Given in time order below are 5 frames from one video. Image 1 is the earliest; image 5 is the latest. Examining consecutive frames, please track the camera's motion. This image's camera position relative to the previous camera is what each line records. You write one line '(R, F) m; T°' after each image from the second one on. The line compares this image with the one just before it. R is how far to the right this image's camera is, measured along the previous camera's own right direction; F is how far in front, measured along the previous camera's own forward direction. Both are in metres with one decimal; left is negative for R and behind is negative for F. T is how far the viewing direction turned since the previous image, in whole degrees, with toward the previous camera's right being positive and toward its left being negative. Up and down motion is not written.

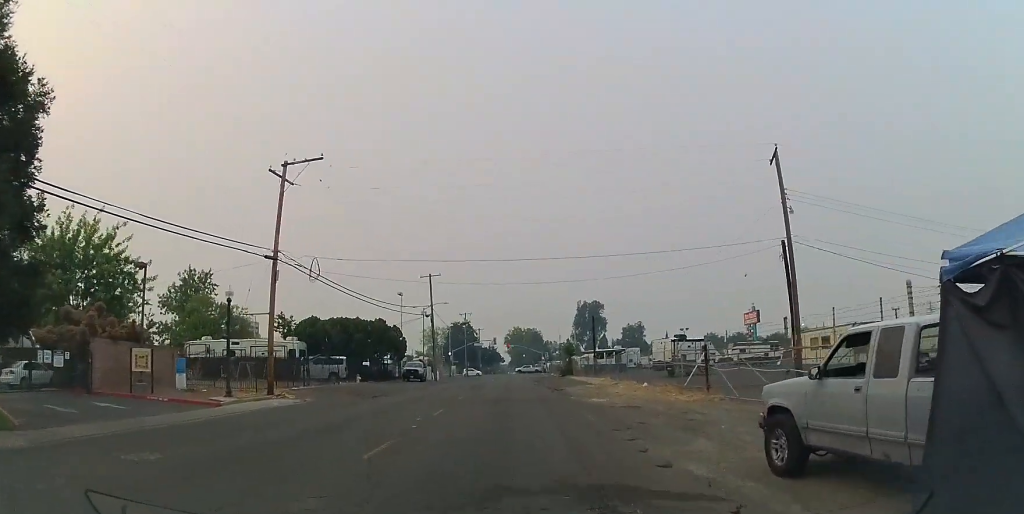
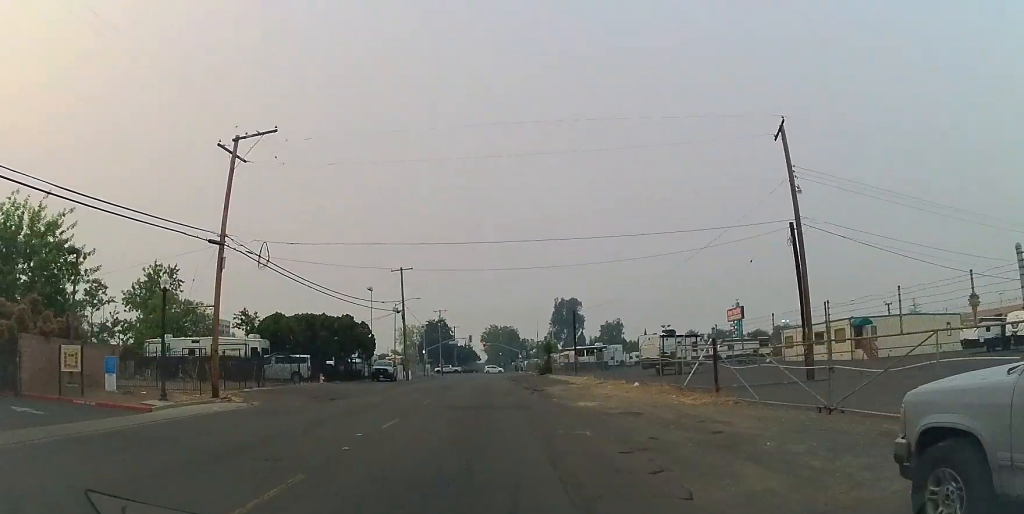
(+0.1, +3.5) m; +4°
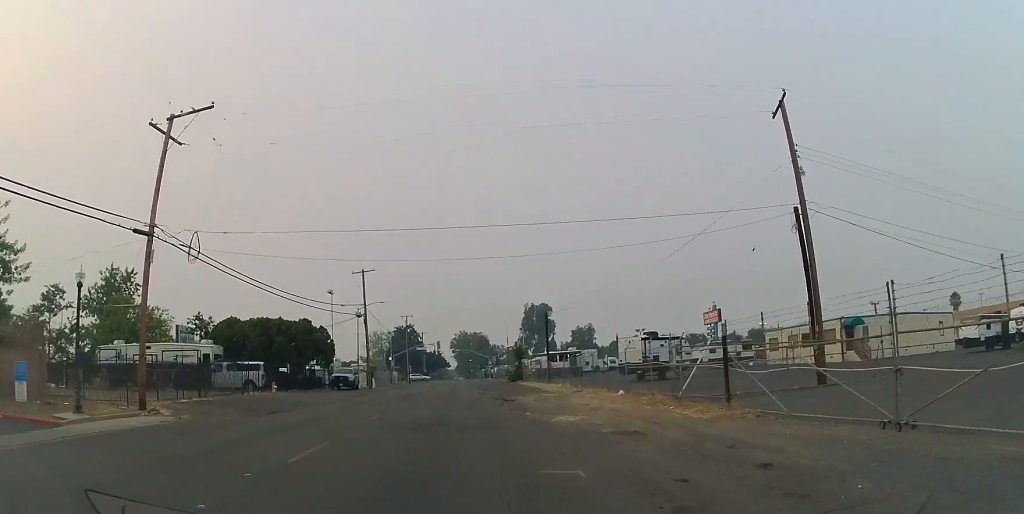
(+0.3, +3.7) m; +5°
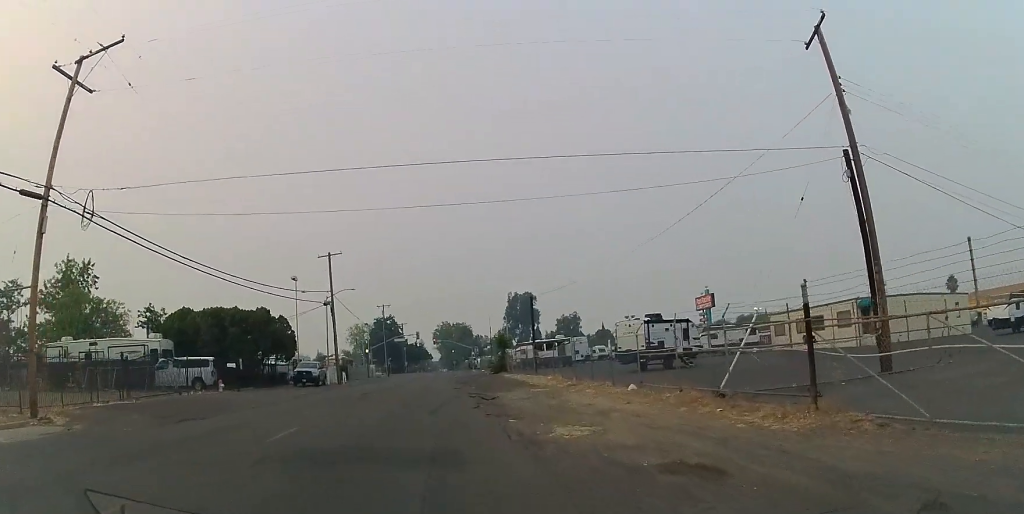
(+0.1, +6.0) m; -2°
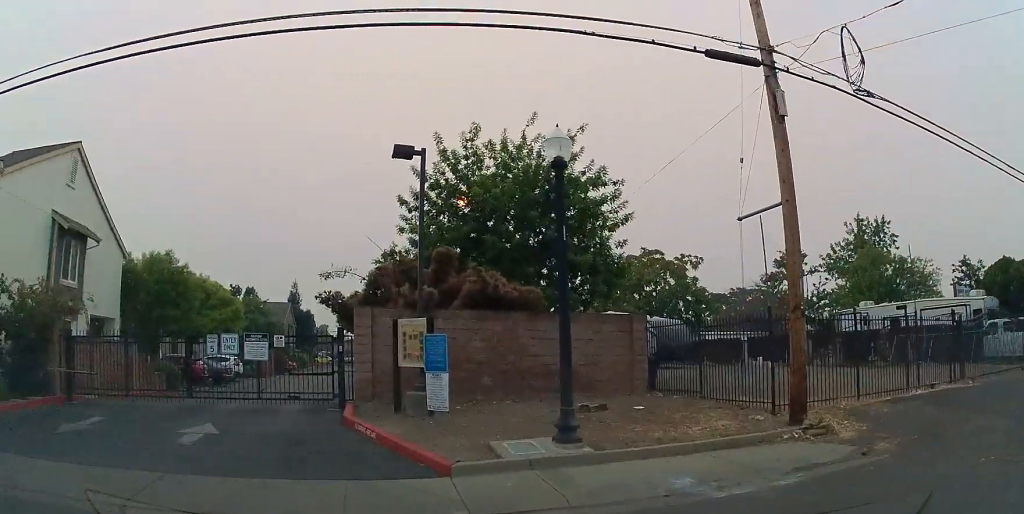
(-5.1, +7.7) m; -103°
